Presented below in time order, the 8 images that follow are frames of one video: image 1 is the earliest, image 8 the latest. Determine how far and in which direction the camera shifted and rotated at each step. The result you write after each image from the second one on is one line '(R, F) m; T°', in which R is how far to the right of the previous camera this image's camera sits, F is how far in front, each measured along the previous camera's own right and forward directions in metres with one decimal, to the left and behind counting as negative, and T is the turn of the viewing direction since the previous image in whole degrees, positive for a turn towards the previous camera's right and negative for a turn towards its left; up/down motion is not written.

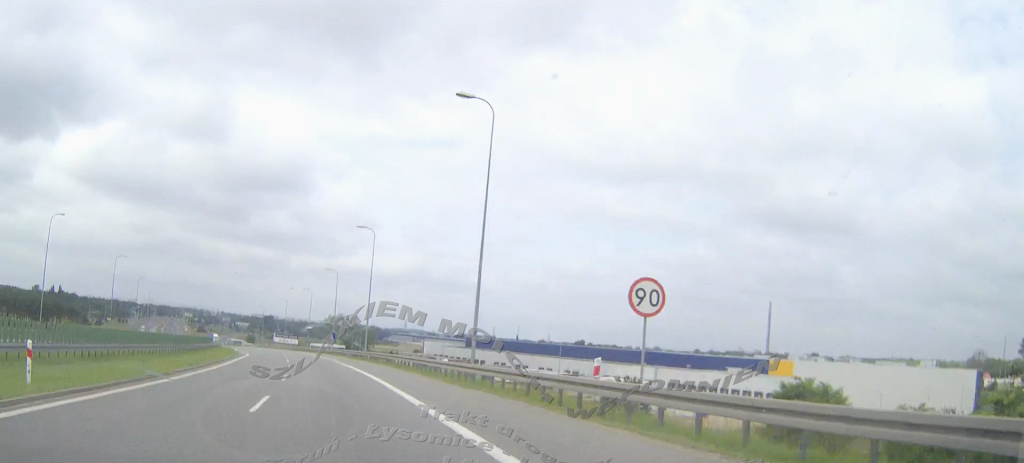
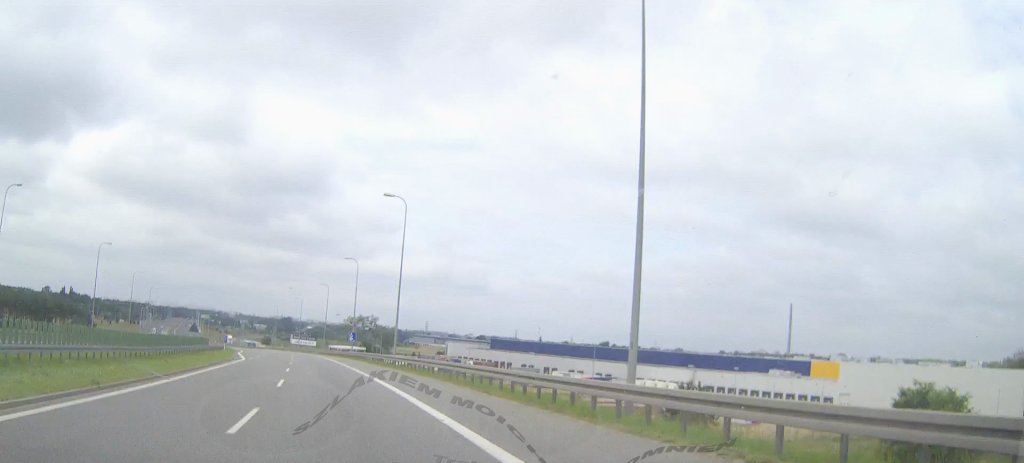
(-0.2, +15.6) m; -1°
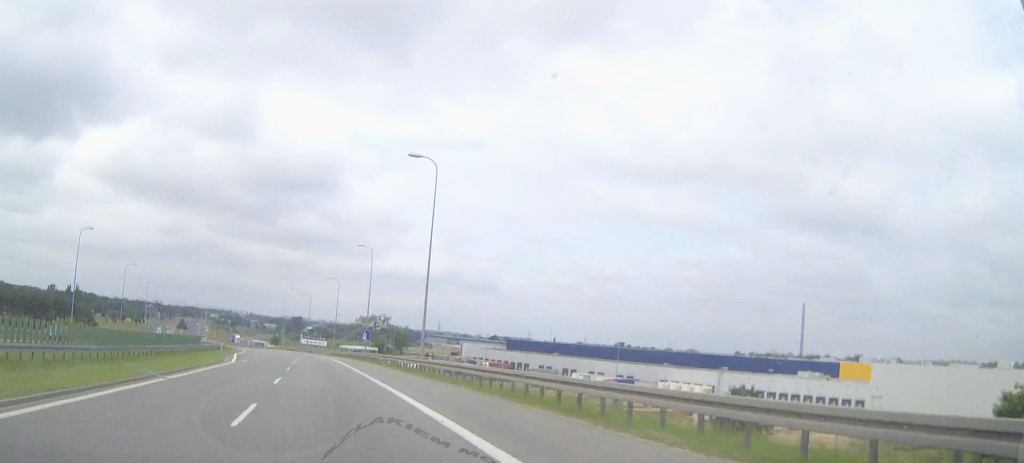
(-0.1, +10.5) m; -1°
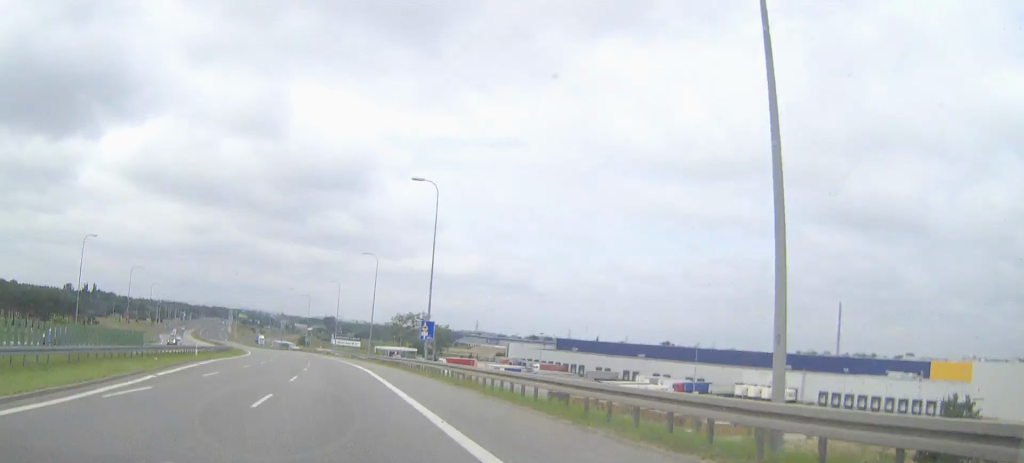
(-0.8, +31.9) m; -3°
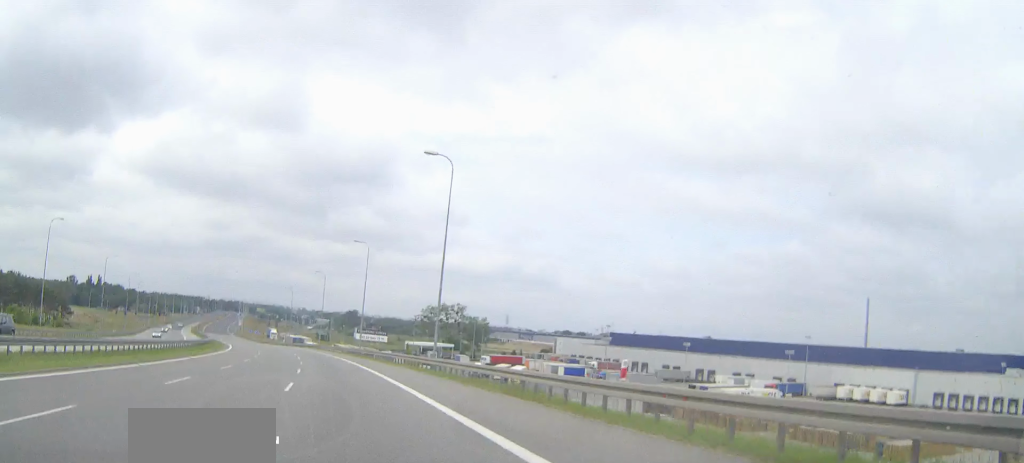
(-1.0, +43.7) m; -2°
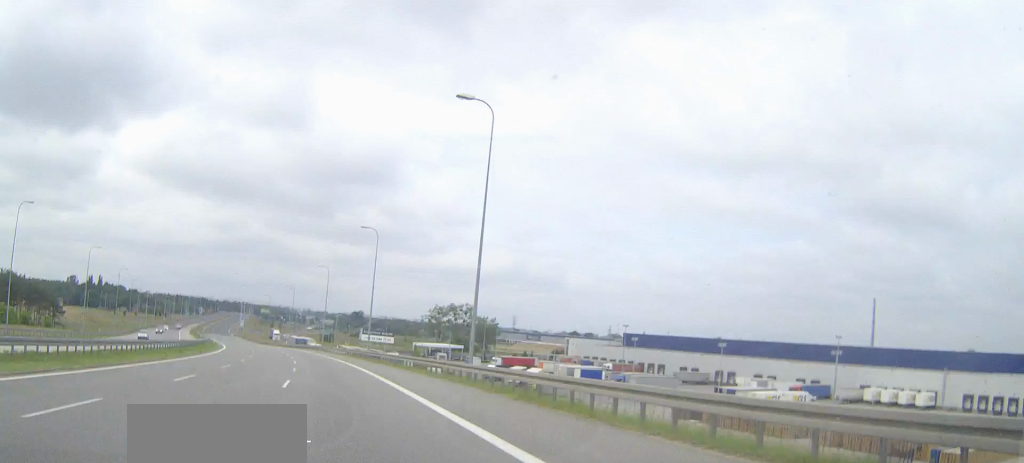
(-0.1, +10.1) m; 0°
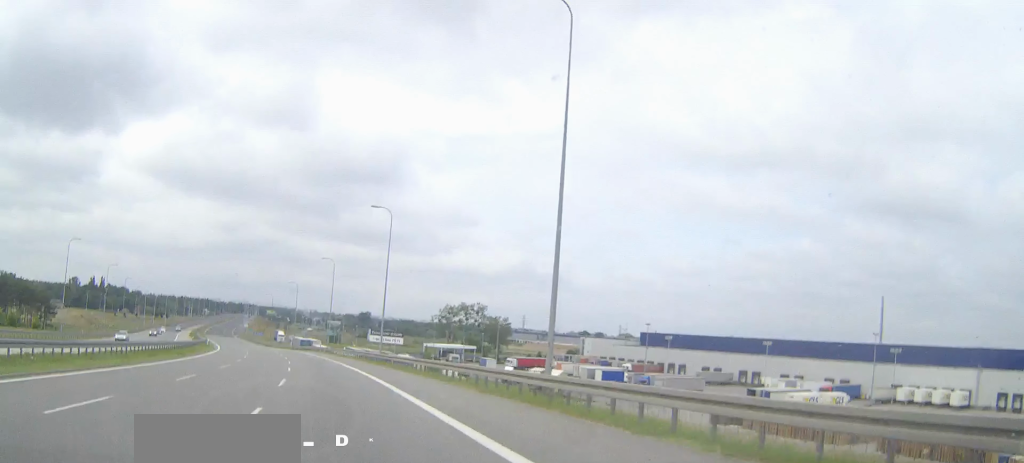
(0.0, +10.1) m; 0°
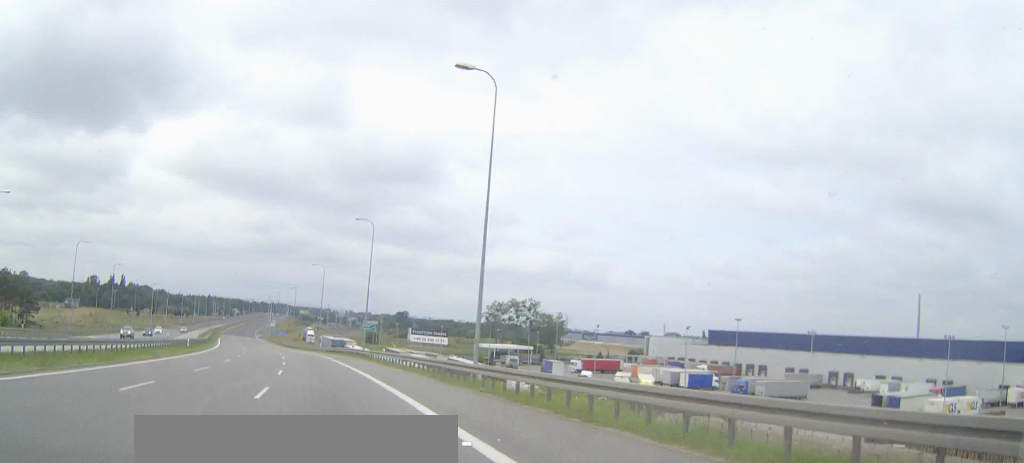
(-0.6, +30.5) m; -2°
